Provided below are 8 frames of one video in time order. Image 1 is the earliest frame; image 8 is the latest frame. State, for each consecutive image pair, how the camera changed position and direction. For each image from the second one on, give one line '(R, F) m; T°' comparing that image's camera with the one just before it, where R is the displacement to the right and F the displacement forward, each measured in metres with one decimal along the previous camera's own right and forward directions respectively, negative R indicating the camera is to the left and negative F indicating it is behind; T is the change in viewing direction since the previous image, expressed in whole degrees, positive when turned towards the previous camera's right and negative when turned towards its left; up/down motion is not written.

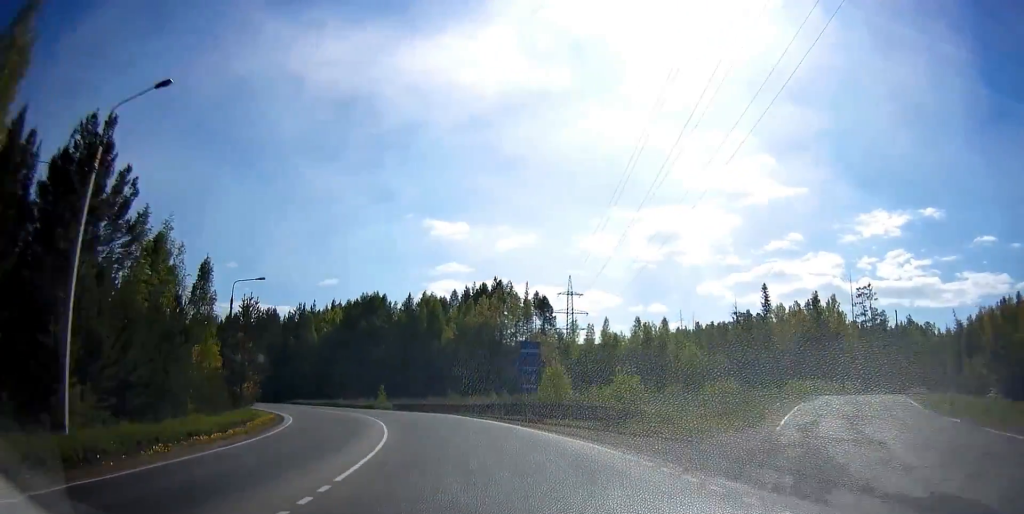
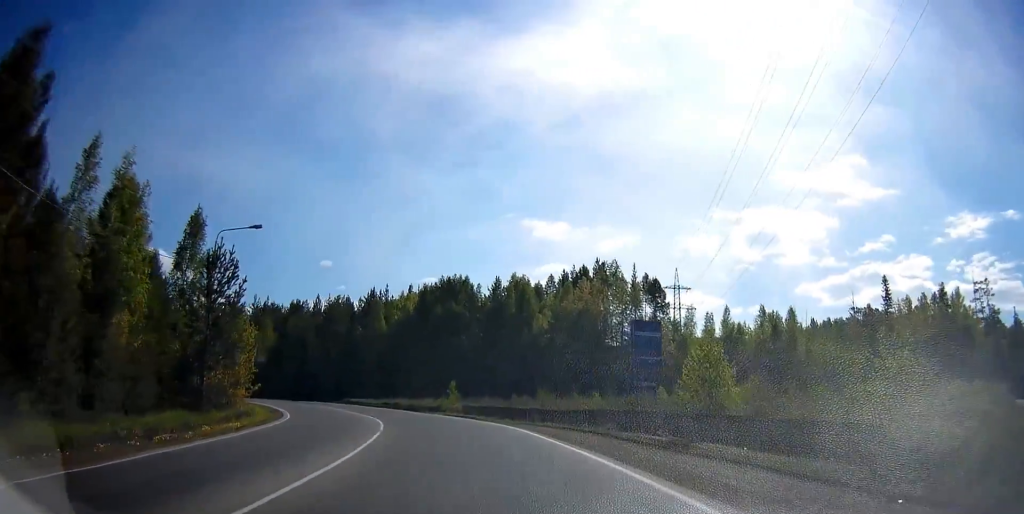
(-0.5, +15.3) m; -4°
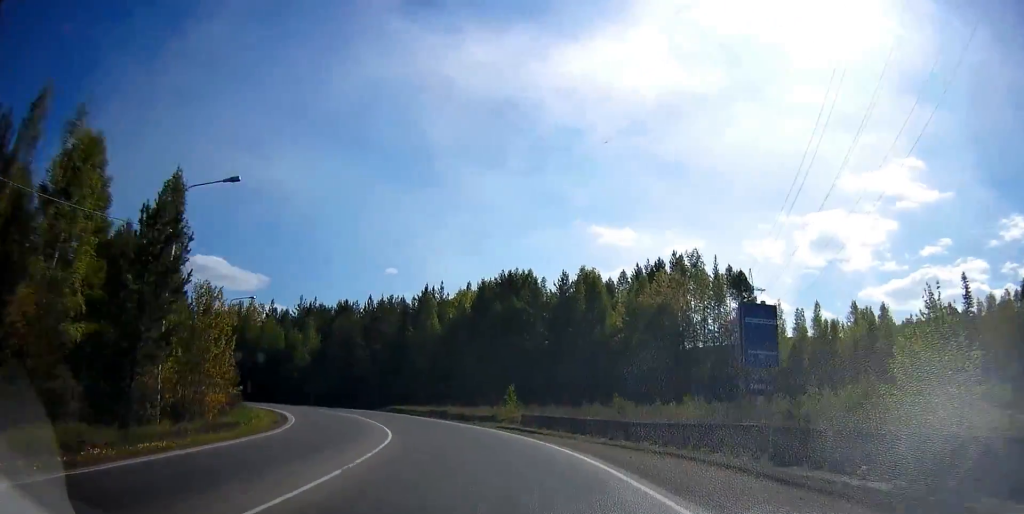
(+0.3, +9.6) m; -1°
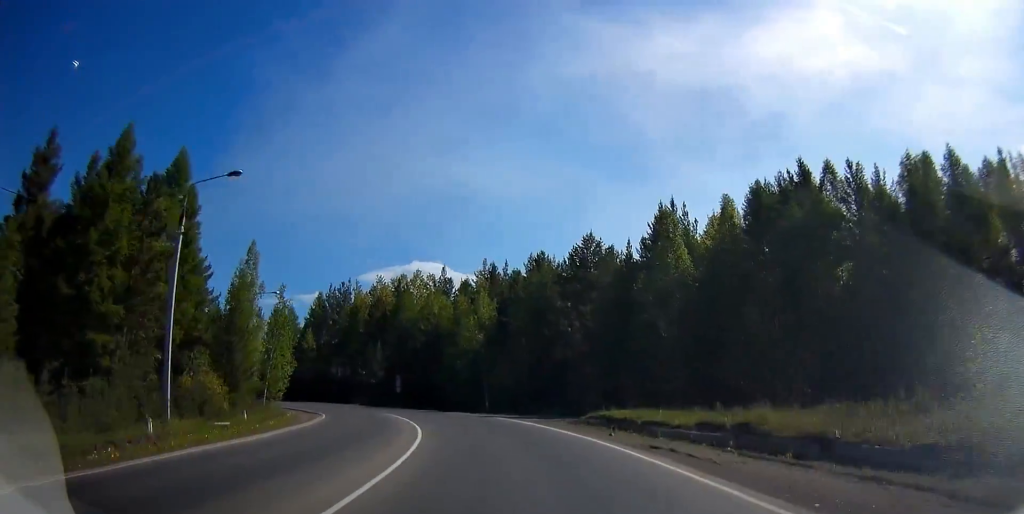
(-5.7, +33.2) m; -25°
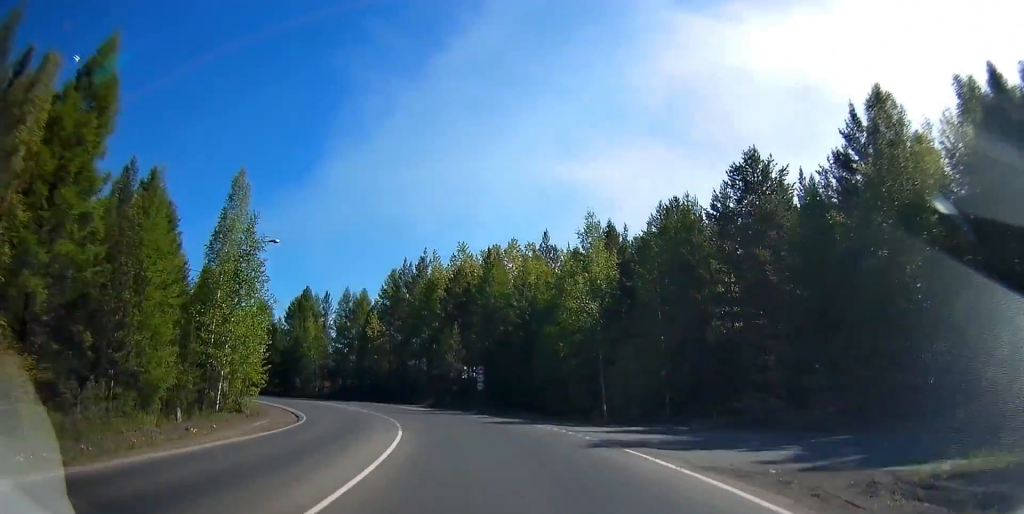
(-3.5, +20.6) m; -15°
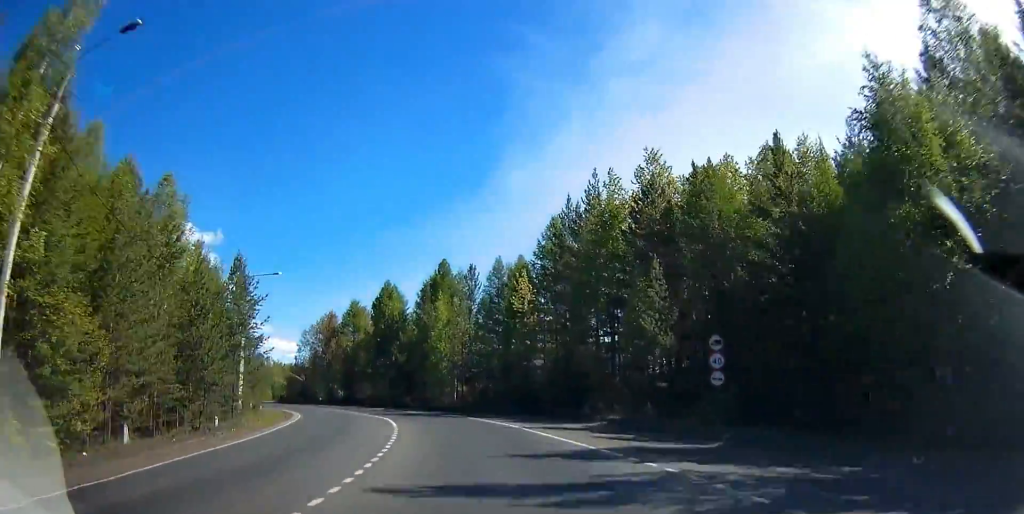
(-3.8, +27.6) m; -17°
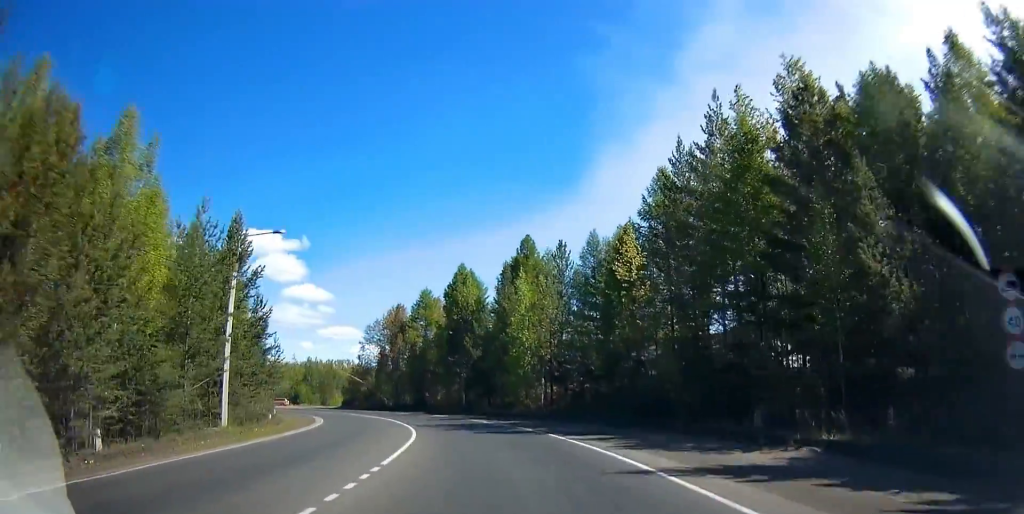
(-1.4, +12.9) m; -9°
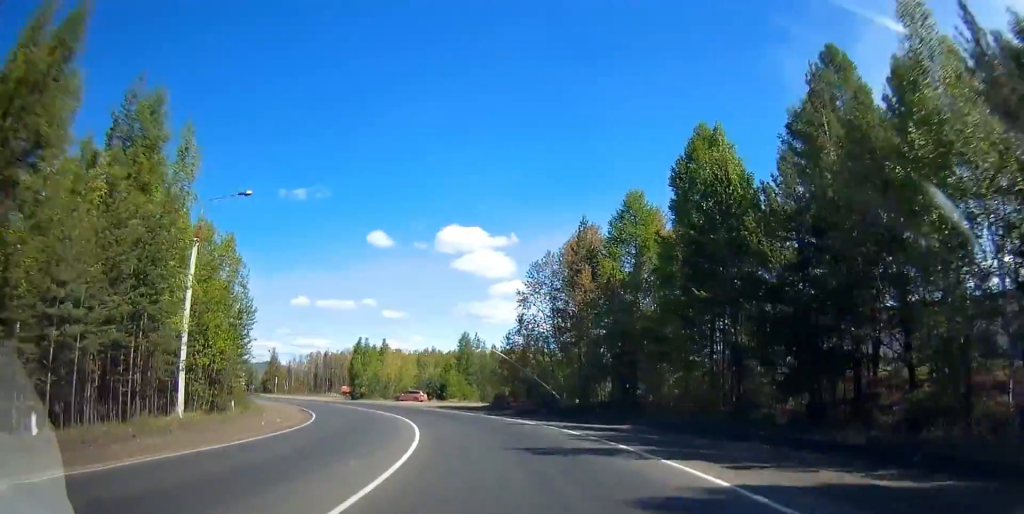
(-6.7, +34.2) m; -21°
